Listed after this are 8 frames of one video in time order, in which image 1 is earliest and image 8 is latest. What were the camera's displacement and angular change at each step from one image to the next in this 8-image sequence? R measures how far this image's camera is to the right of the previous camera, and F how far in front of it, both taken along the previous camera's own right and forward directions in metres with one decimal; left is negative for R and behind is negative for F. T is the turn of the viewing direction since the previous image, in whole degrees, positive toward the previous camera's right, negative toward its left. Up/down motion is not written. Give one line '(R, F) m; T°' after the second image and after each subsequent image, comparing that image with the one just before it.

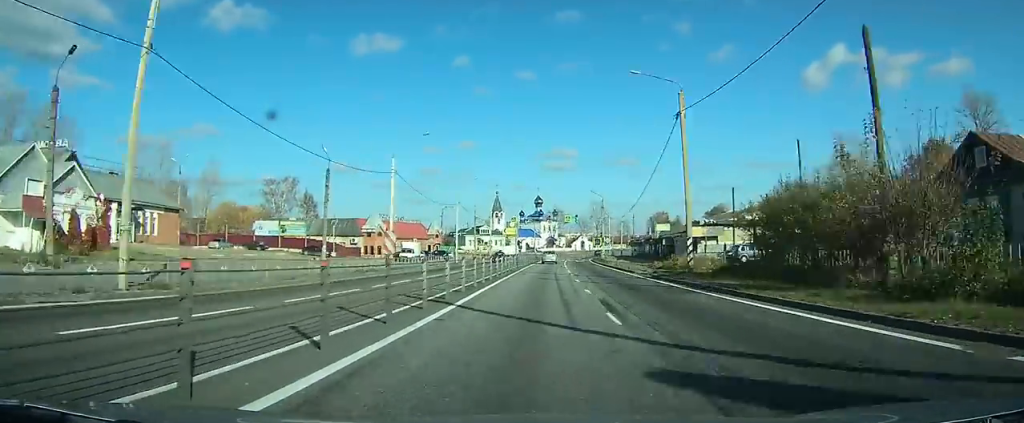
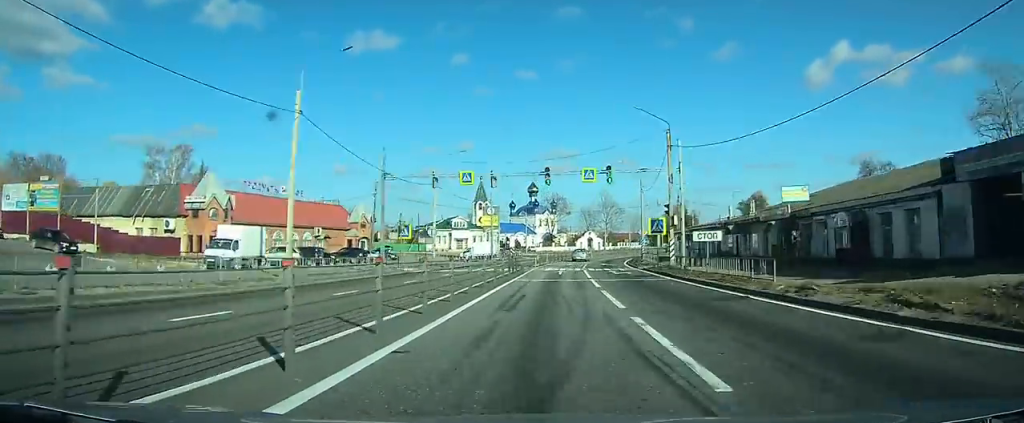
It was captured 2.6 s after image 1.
(+0.1, +49.8) m; +1°
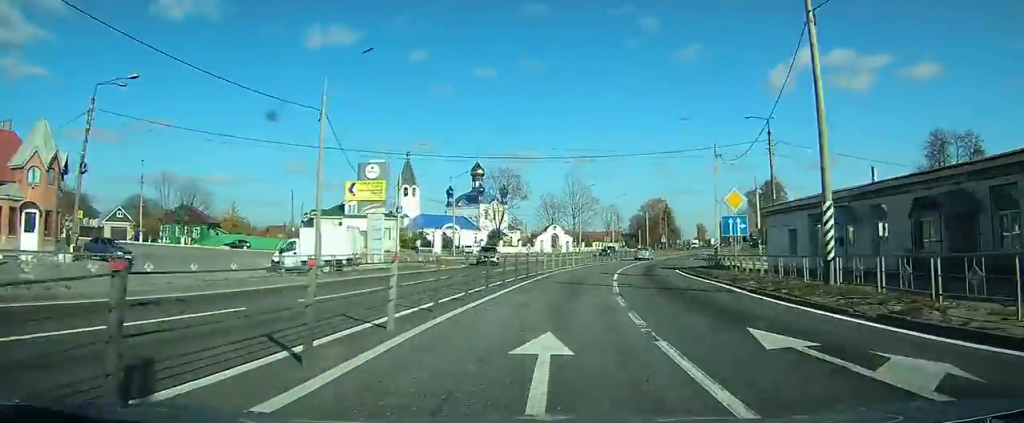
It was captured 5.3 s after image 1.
(+1.6, +50.0) m; +5°
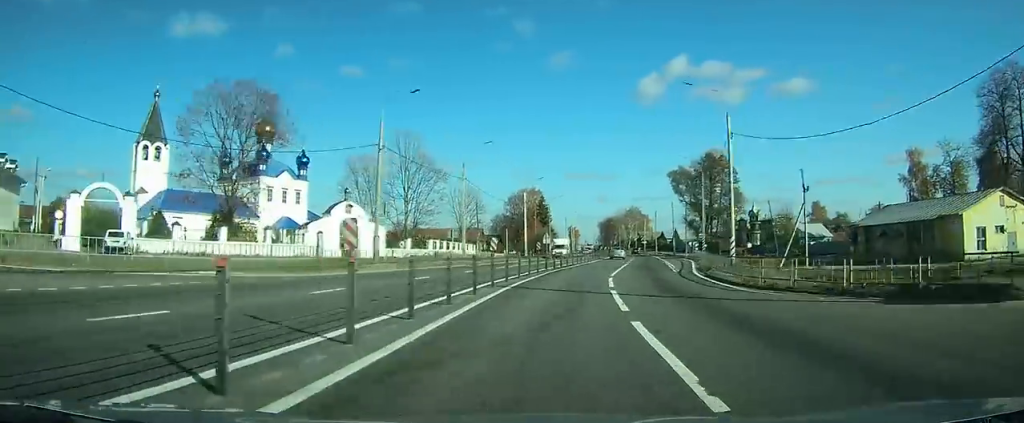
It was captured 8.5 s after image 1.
(+5.5, +55.0) m; +12°
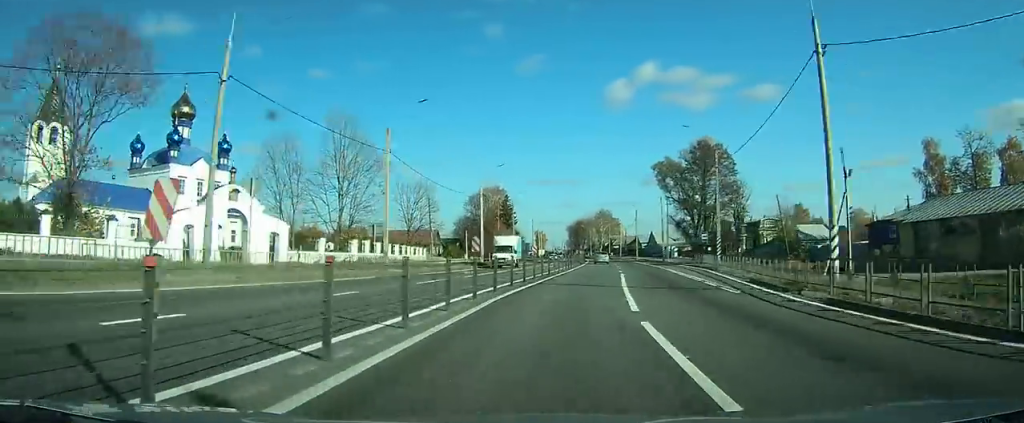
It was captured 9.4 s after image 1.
(+0.7, +15.8) m; +3°
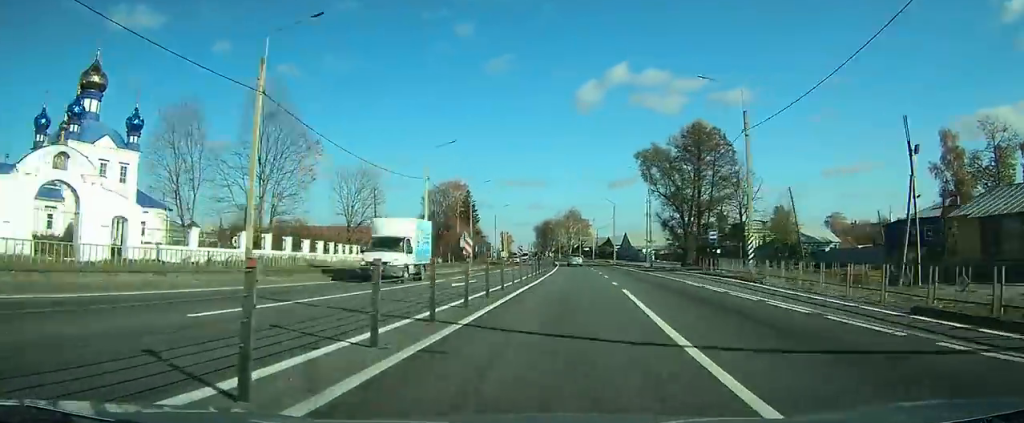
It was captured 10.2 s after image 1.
(+0.5, +13.5) m; +2°
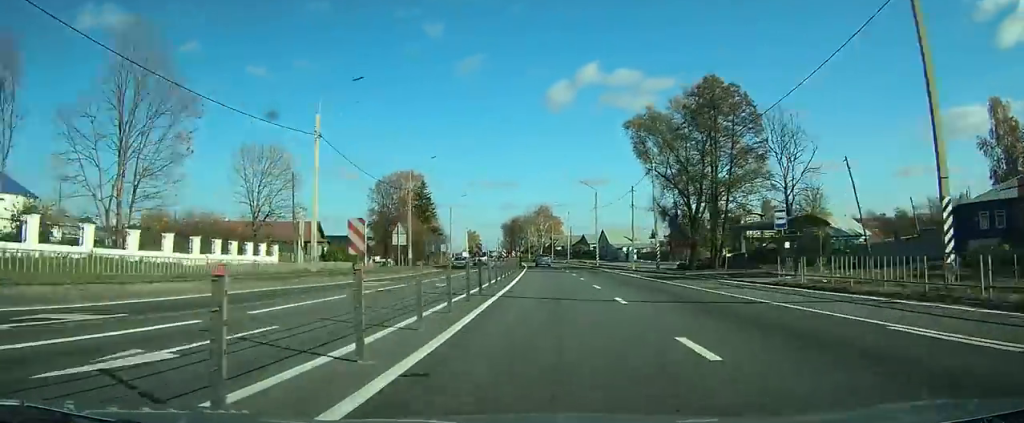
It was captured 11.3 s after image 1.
(+0.5, +19.0) m; +2°
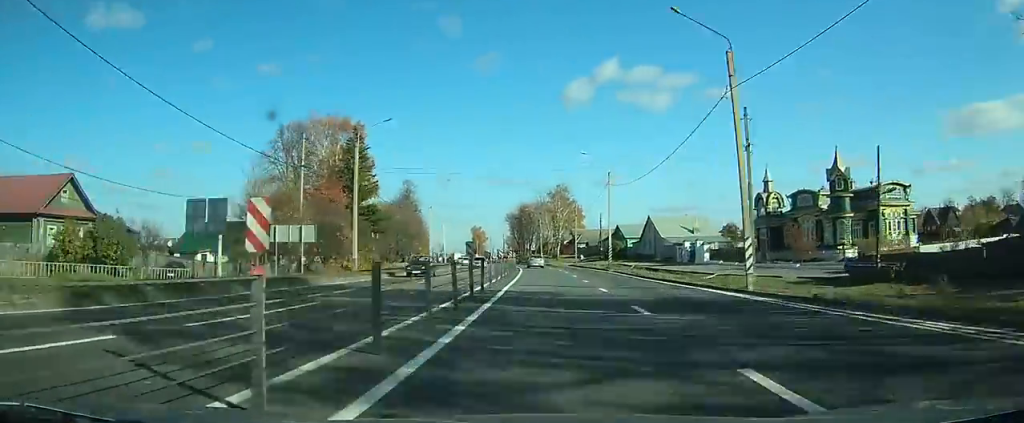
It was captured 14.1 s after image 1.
(+0.8, +53.1) m; 0°
